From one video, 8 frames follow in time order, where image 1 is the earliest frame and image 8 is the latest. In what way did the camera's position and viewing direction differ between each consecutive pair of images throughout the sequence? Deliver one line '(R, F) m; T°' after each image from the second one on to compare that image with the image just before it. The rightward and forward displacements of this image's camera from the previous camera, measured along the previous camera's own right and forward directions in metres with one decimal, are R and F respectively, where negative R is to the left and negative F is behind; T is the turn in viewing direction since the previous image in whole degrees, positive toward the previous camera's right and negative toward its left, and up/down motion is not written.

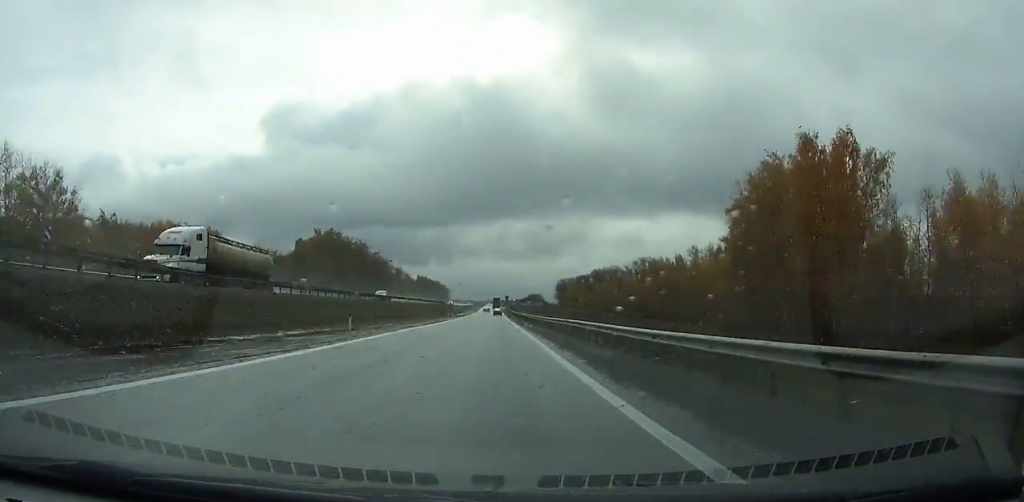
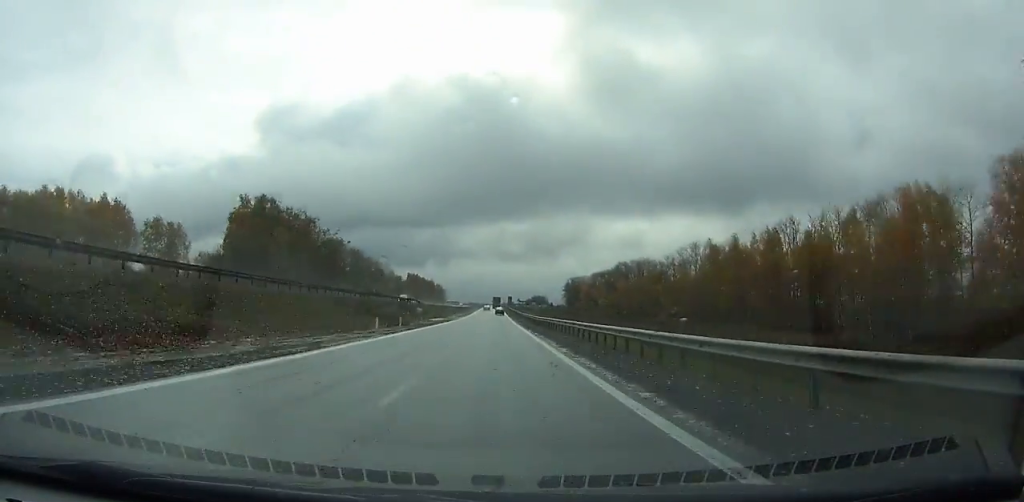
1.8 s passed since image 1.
(0.0, +52.9) m; 0°
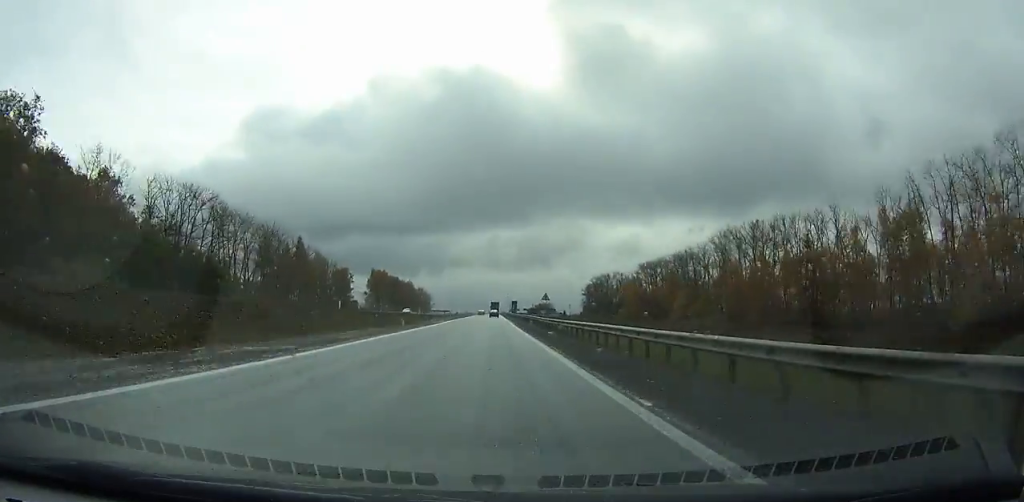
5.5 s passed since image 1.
(+0.1, +107.3) m; +1°
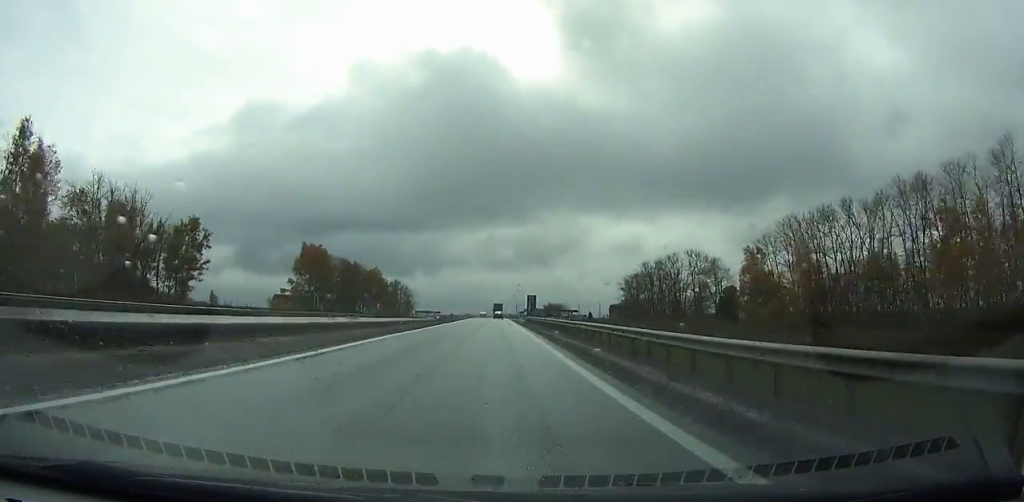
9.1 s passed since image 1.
(+1.7, +103.8) m; 0°
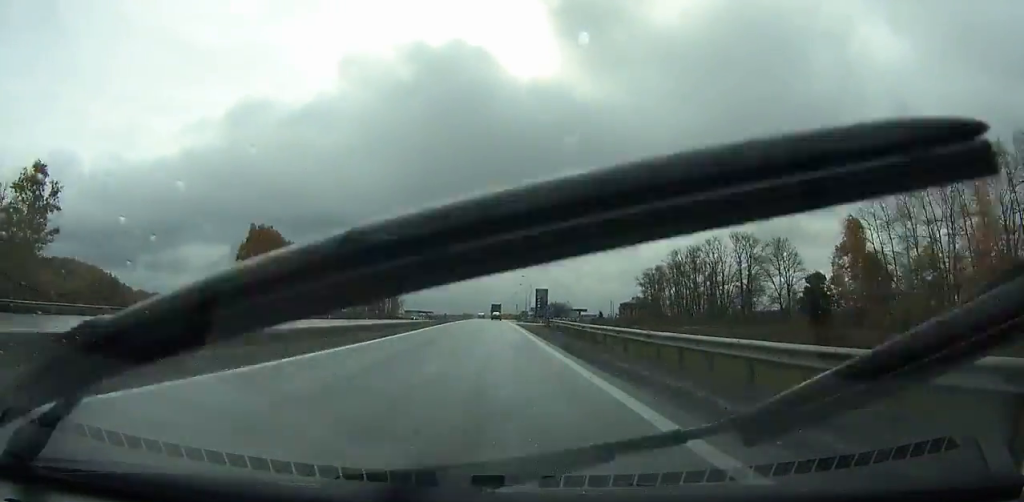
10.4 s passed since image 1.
(+1.9, +37.5) m; -1°
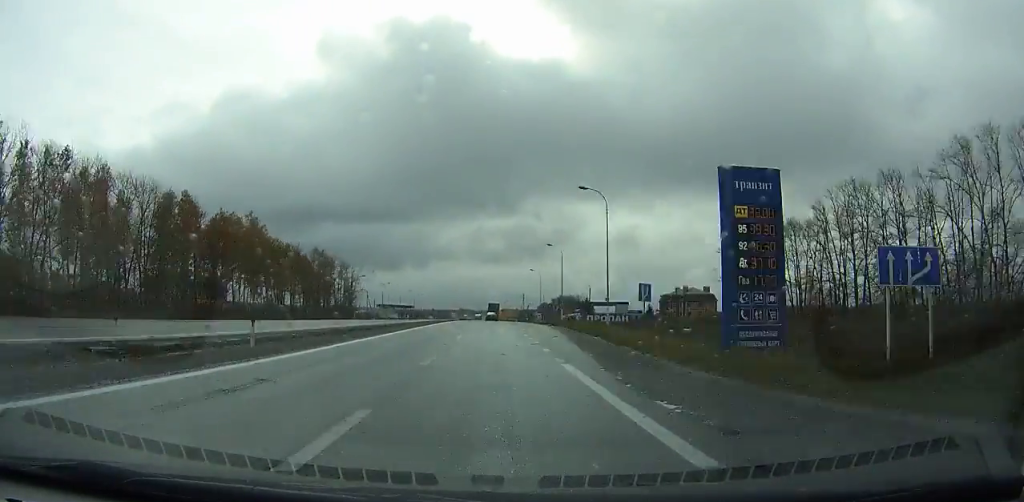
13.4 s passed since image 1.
(-5.1, +86.7) m; -2°
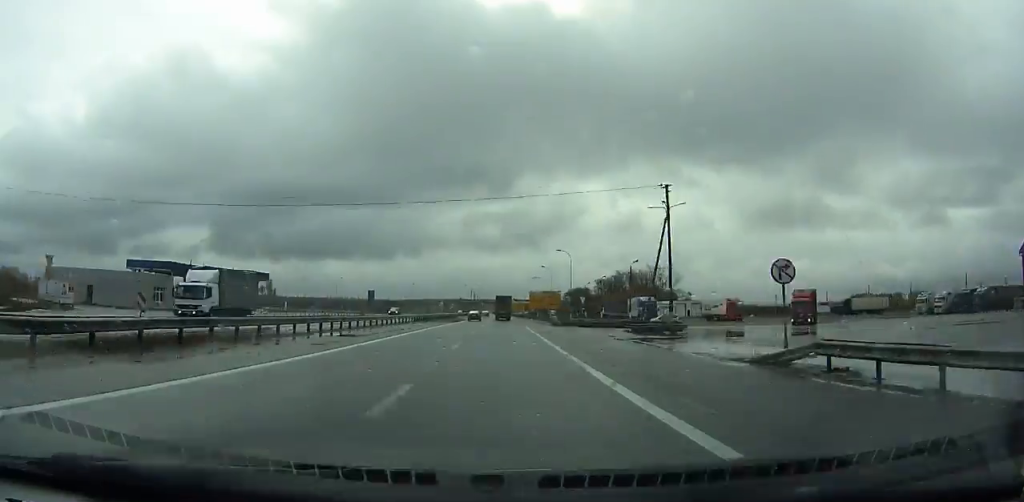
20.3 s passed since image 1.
(+5.7, +199.9) m; +2°
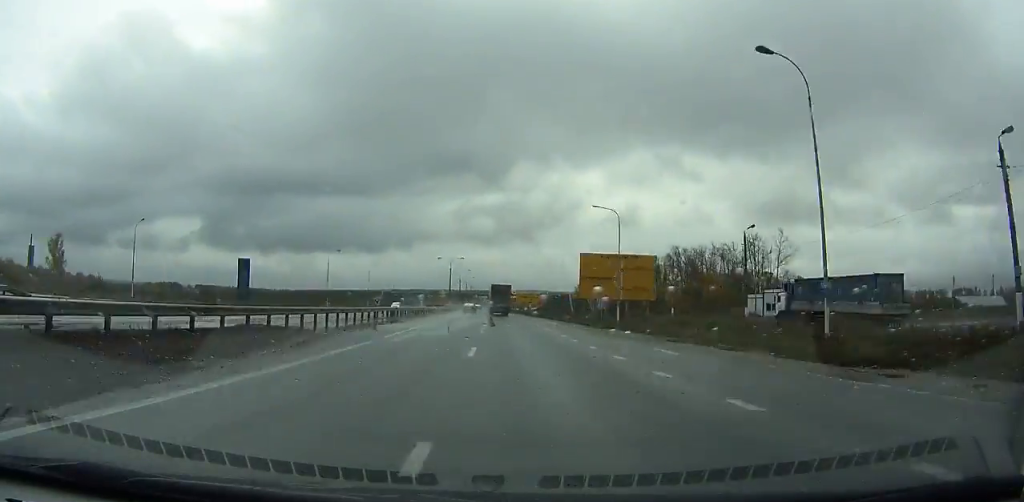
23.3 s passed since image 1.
(-0.2, +86.3) m; 0°
